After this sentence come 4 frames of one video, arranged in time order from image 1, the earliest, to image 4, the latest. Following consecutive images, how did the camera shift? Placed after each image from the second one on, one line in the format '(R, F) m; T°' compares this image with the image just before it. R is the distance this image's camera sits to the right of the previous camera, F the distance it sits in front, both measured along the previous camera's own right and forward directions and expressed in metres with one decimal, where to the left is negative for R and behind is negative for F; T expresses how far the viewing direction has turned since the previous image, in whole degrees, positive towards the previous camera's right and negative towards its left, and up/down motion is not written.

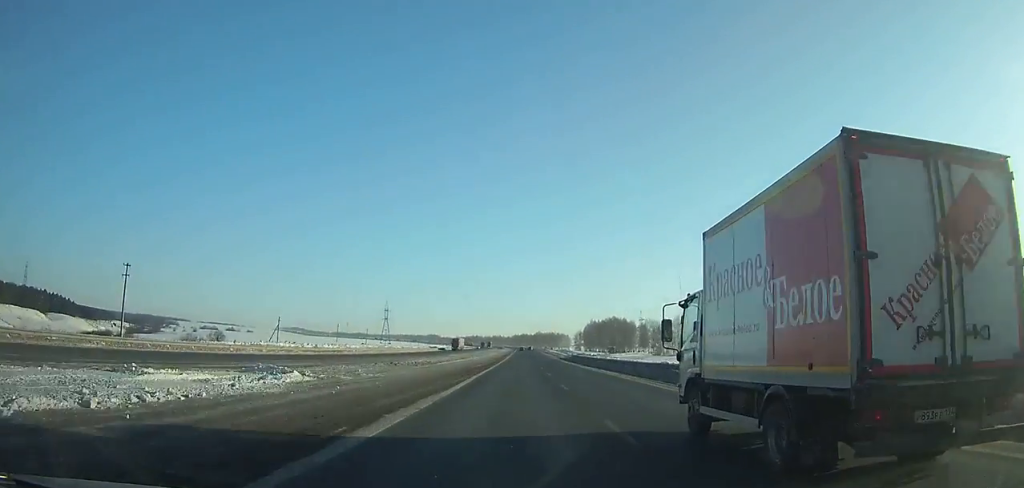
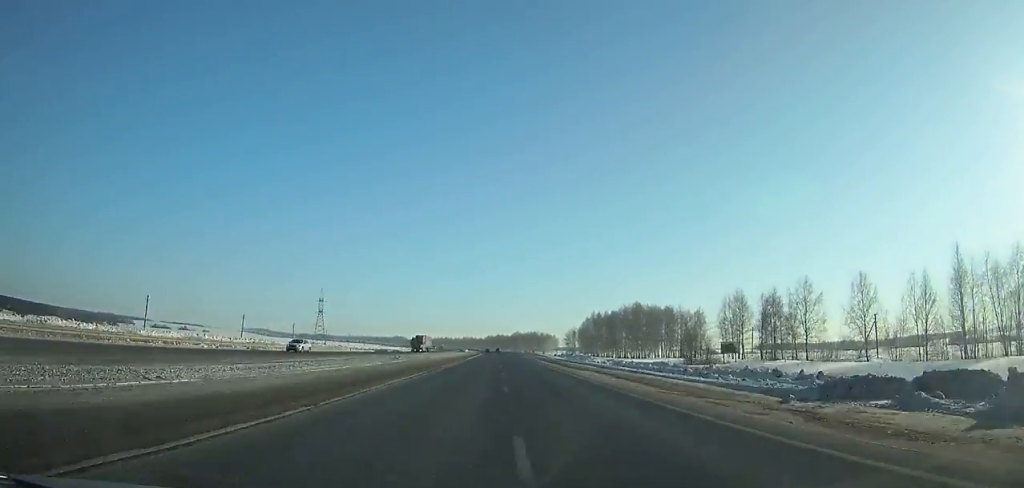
(+1.4, +107.2) m; +1°
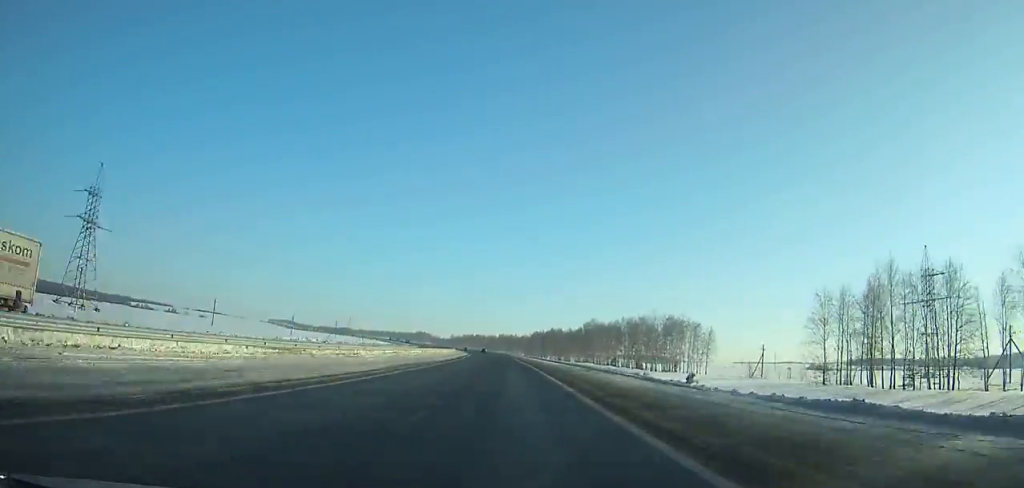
(-9.0, +247.8) m; -5°
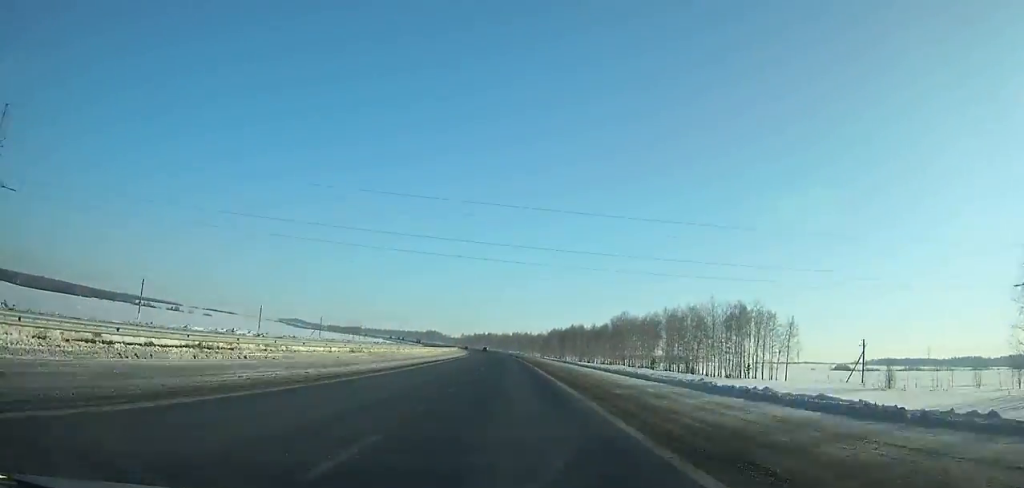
(-0.3, +38.5) m; -1°
